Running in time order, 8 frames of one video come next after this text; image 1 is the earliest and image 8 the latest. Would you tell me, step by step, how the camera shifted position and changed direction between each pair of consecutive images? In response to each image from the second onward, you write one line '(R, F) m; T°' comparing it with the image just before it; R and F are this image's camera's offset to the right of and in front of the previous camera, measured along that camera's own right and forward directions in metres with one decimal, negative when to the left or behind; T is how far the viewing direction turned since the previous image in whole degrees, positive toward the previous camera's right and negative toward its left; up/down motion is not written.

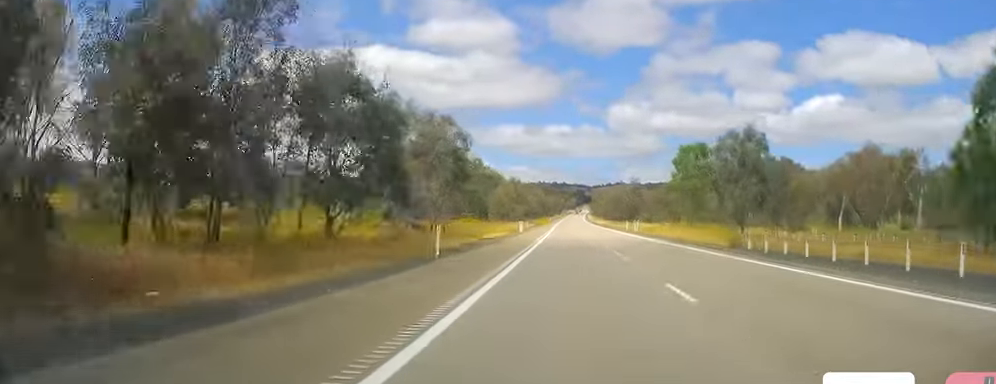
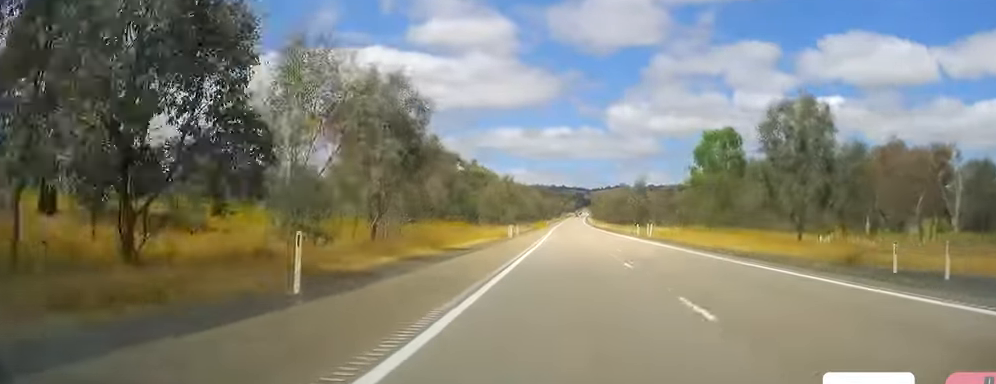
(-0.3, +14.3) m; 0°
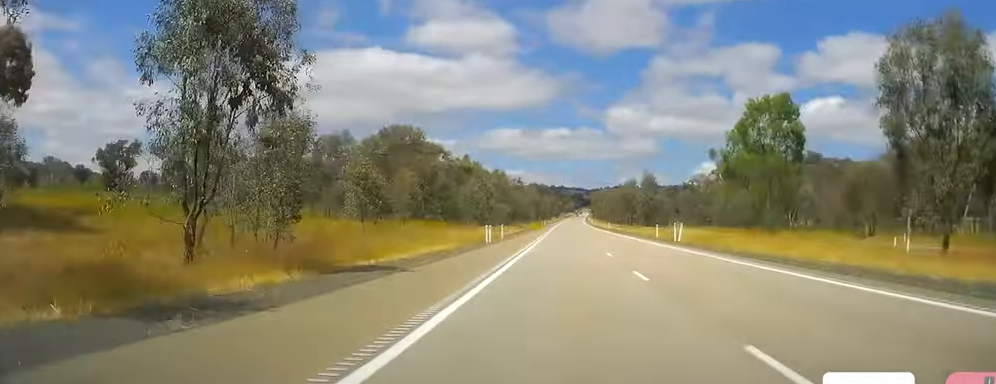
(0.0, +17.1) m; 0°
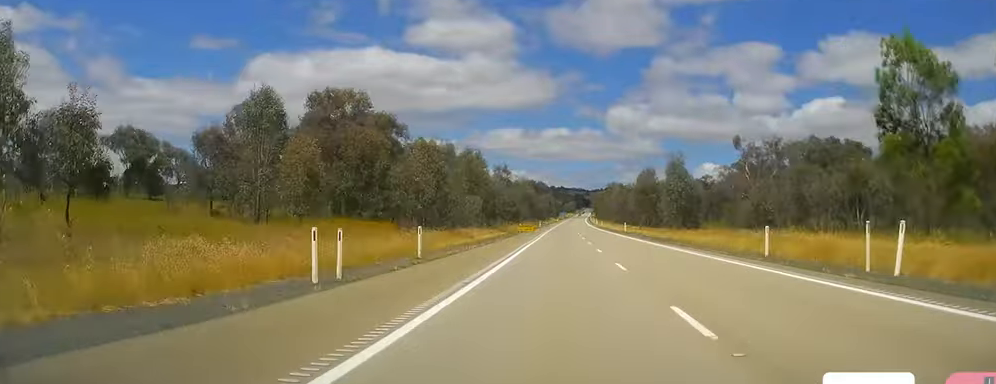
(+0.6, +32.4) m; +1°
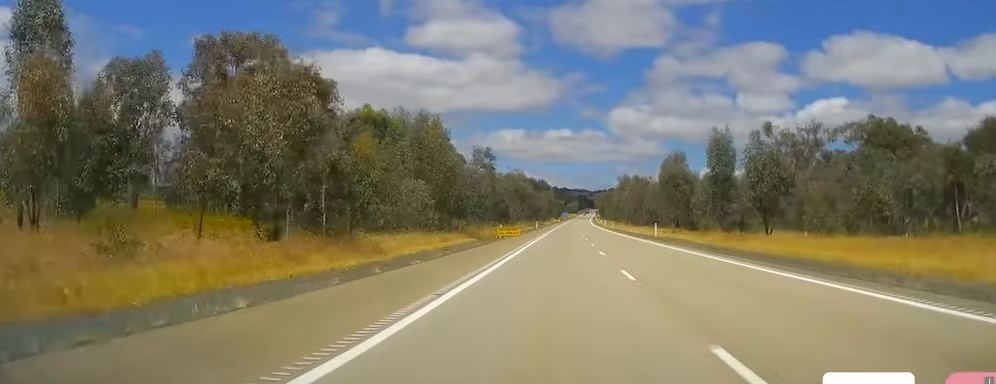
(0.0, +27.6) m; 0°
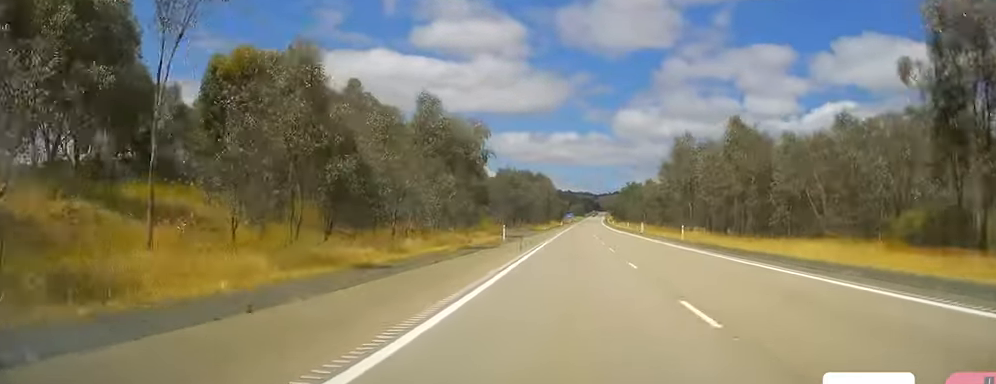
(-0.9, +67.3) m; -1°
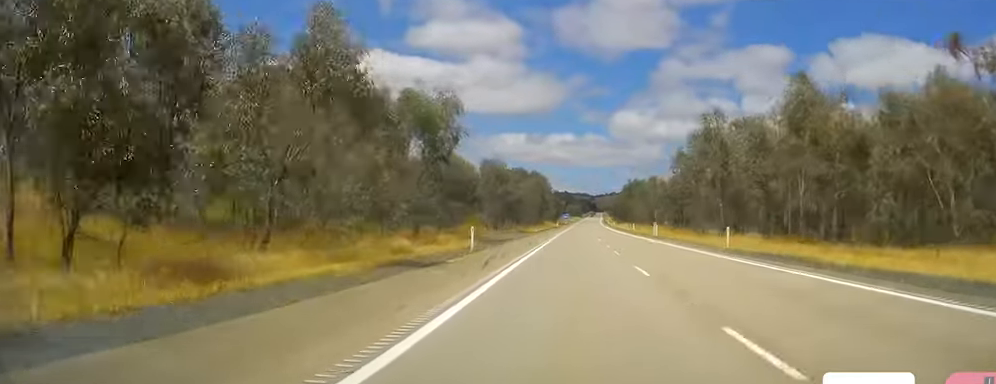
(0.0, +15.3) m; 0°
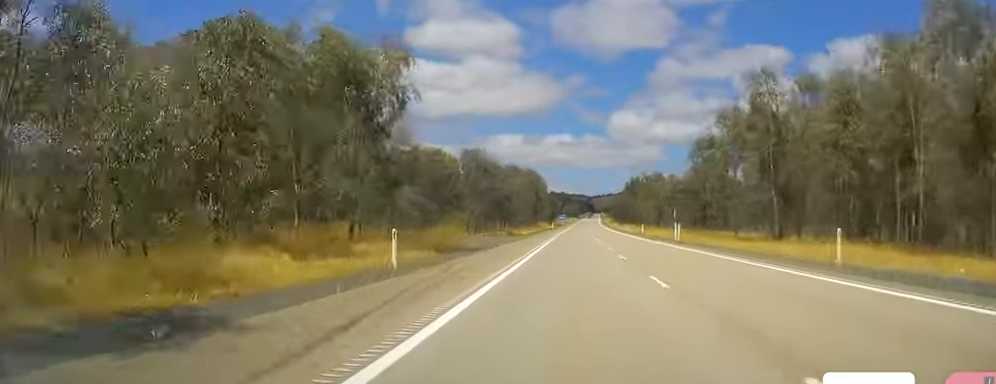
(0.0, +15.3) m; 0°
